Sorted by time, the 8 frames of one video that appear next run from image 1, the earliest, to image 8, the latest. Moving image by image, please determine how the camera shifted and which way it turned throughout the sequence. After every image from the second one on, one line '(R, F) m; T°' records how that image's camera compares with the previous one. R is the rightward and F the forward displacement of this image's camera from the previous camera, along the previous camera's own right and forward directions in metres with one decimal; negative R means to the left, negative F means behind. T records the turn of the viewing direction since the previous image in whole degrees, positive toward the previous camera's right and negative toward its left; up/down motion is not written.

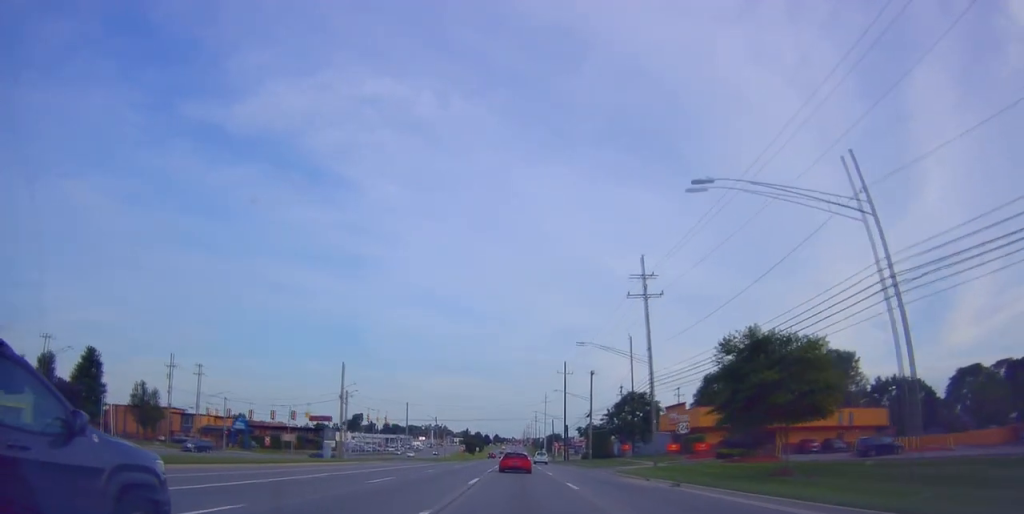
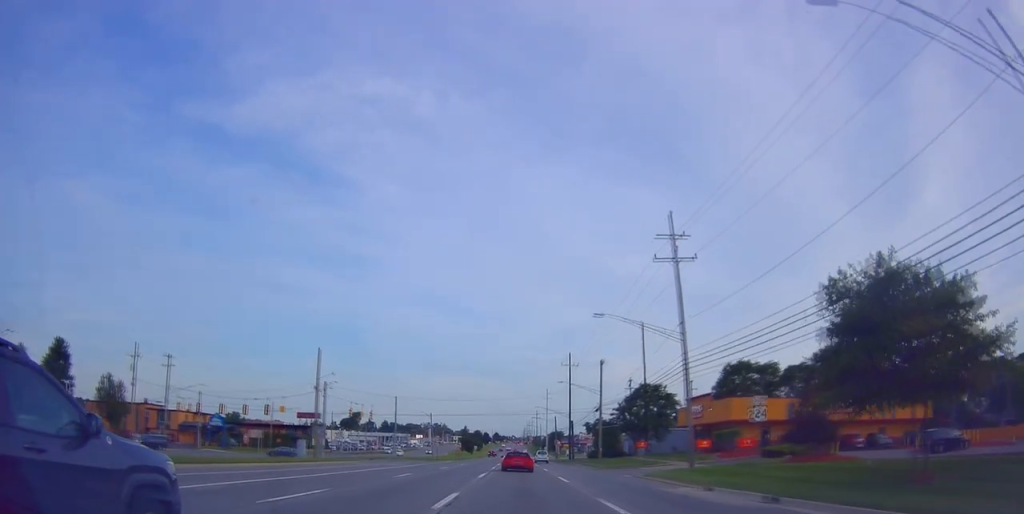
(-0.2, +9.6) m; 0°
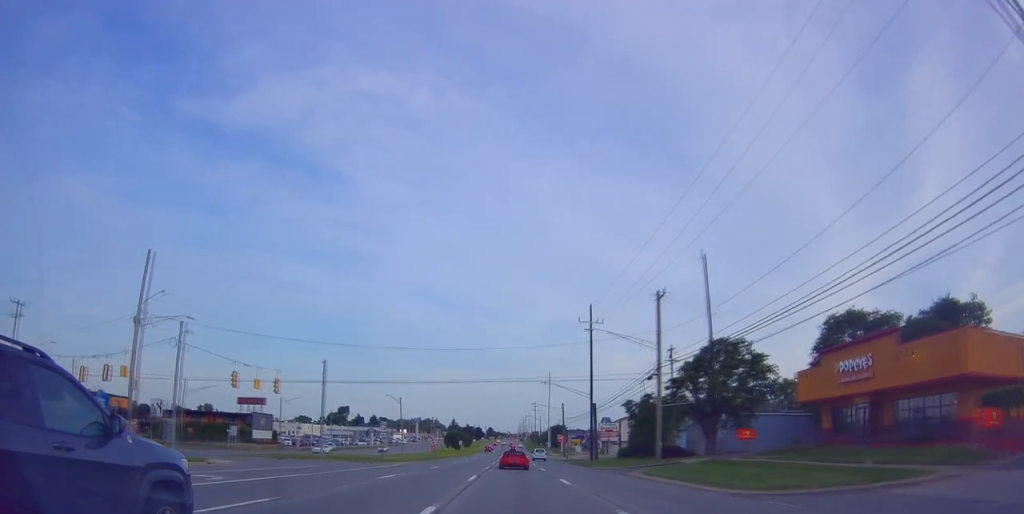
(-0.3, +33.3) m; -1°
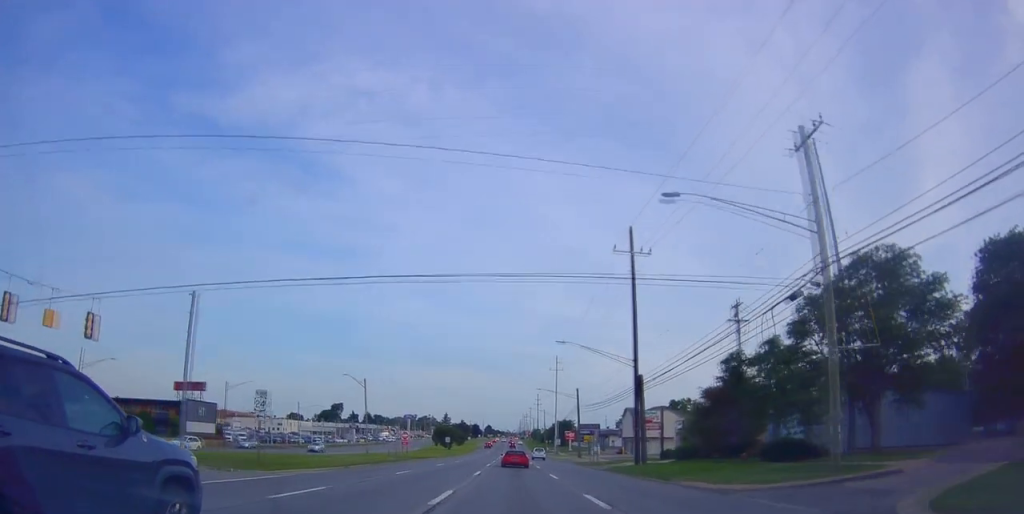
(+0.3, +26.2) m; +2°
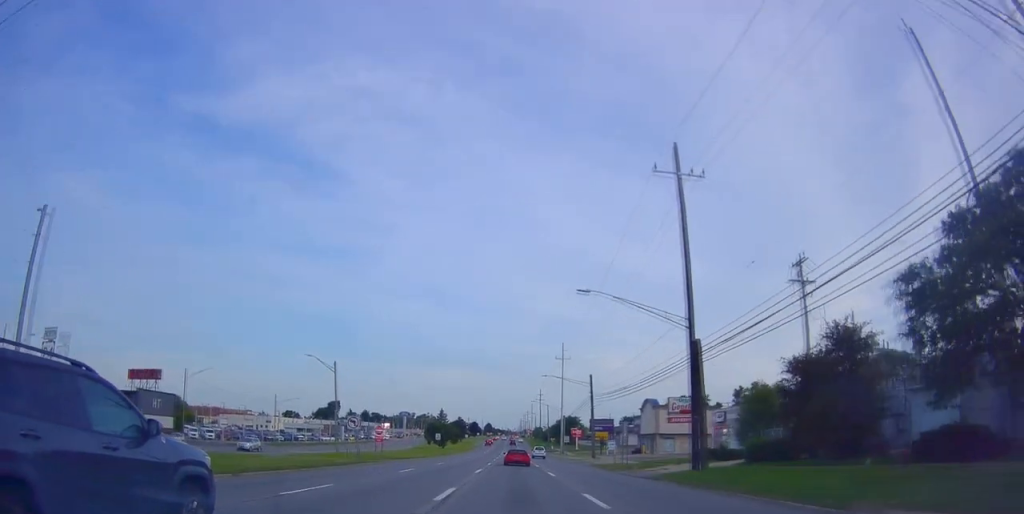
(+0.1, +14.7) m; -1°
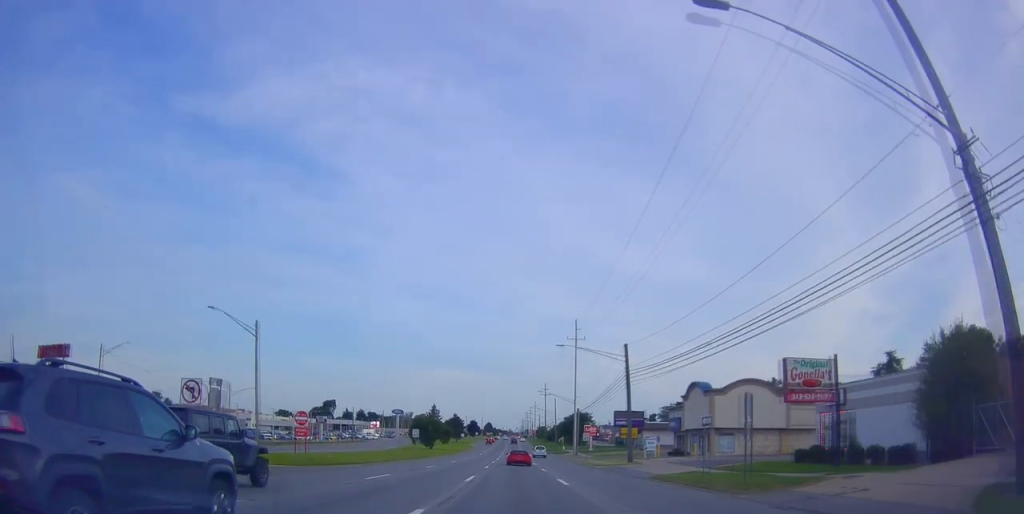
(-0.8, +22.7) m; -1°
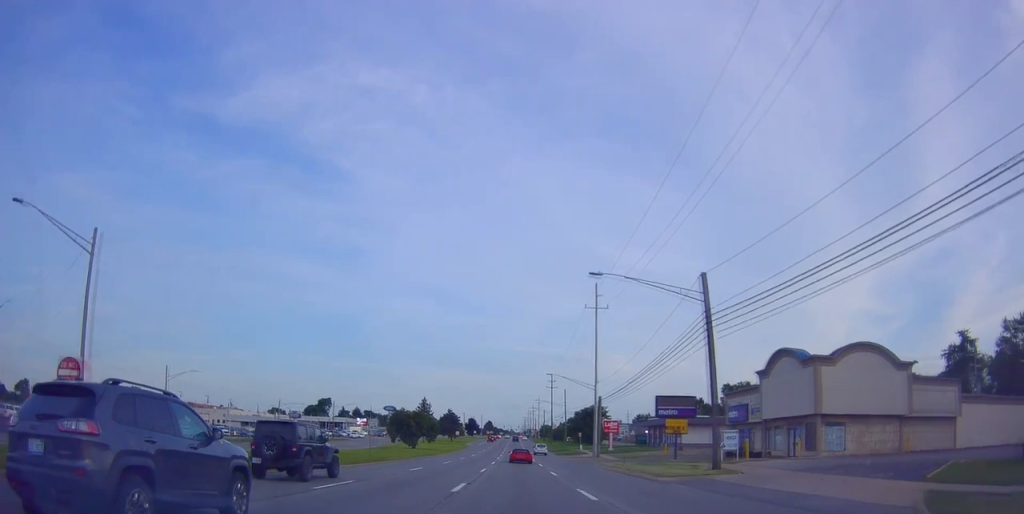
(+0.7, +21.8) m; +1°
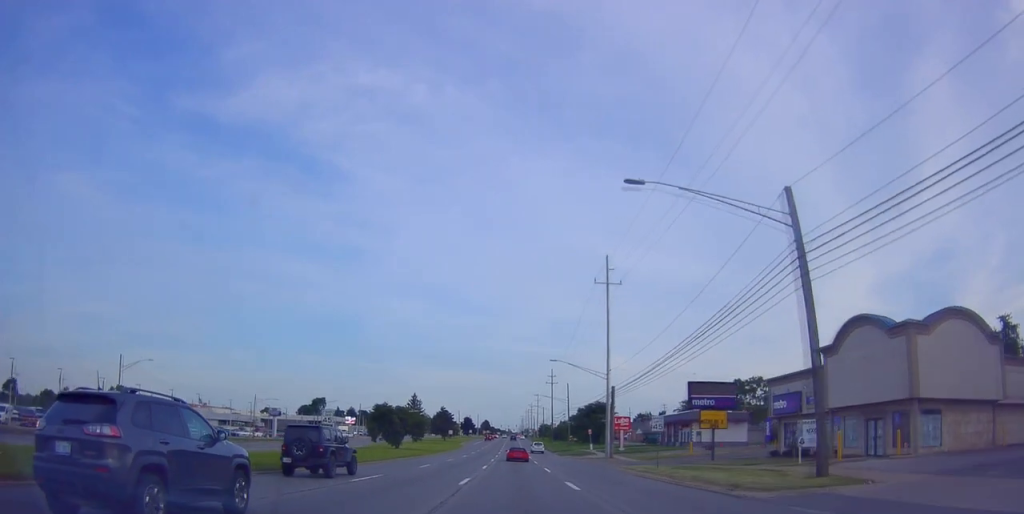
(-0.2, +11.2) m; 0°
